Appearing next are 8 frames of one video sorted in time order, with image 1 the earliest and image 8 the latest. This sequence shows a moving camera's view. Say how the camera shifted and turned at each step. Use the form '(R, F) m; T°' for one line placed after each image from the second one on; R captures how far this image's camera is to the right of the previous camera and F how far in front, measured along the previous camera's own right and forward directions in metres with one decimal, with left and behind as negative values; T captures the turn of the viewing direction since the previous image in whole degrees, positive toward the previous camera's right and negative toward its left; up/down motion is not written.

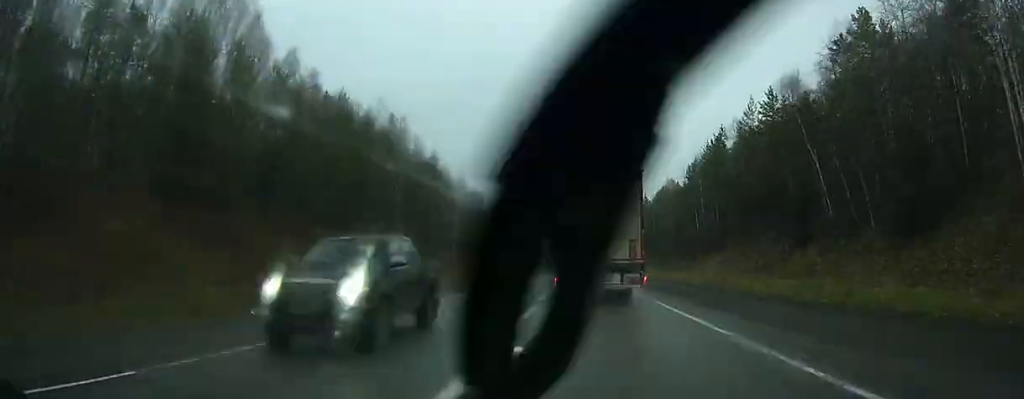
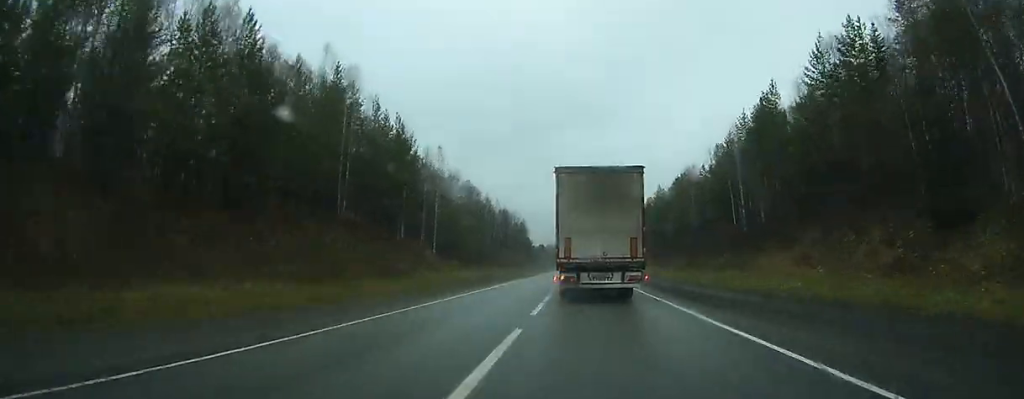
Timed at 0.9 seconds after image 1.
(-0.2, +18.7) m; 0°
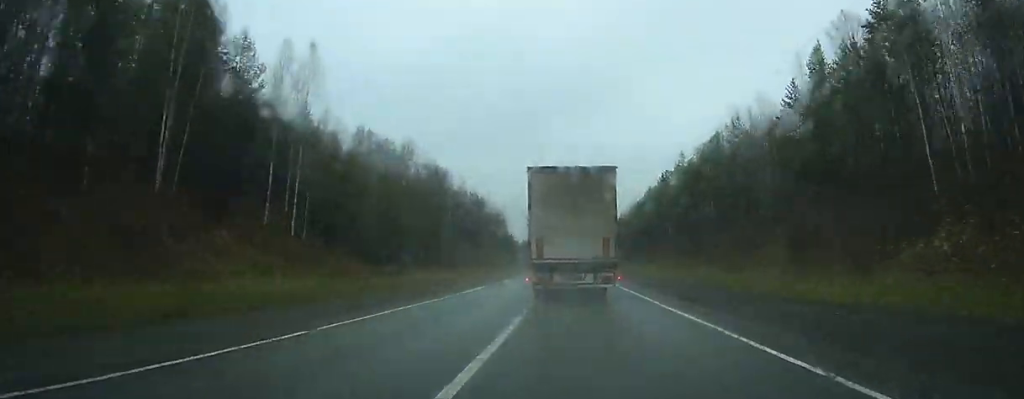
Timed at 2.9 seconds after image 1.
(+0.7, +44.0) m; 0°
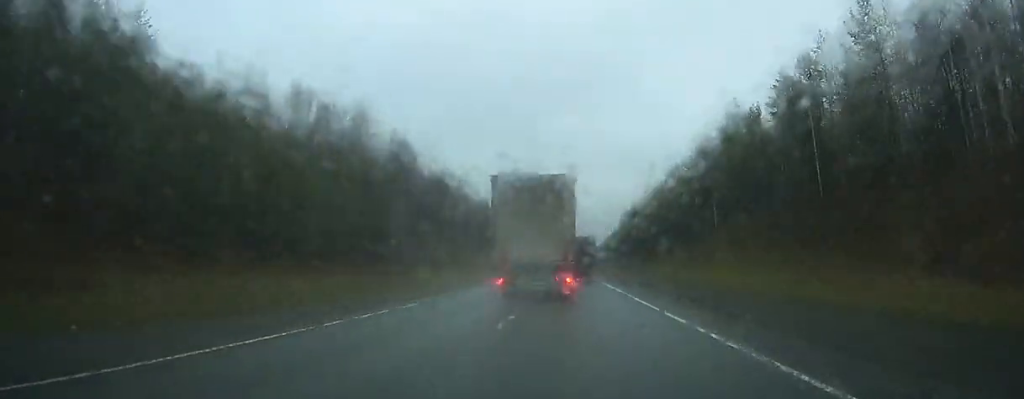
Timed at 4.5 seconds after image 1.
(-0.3, +35.3) m; -1°
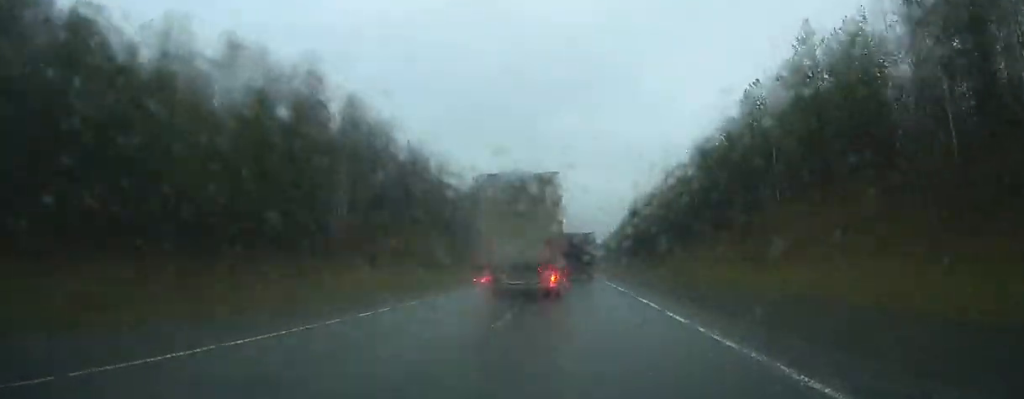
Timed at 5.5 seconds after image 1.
(-0.1, +23.2) m; 0°
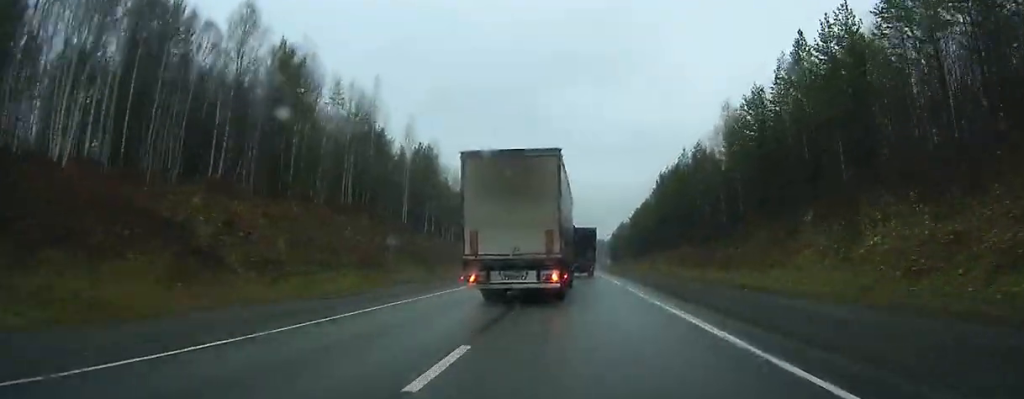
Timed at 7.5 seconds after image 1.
(-0.1, +41.3) m; 0°
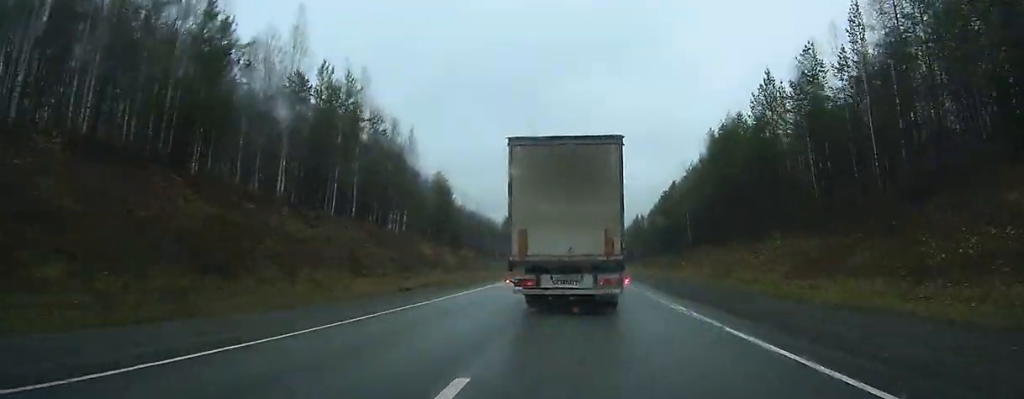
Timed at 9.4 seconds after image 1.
(-0.2, +39.7) m; 0°
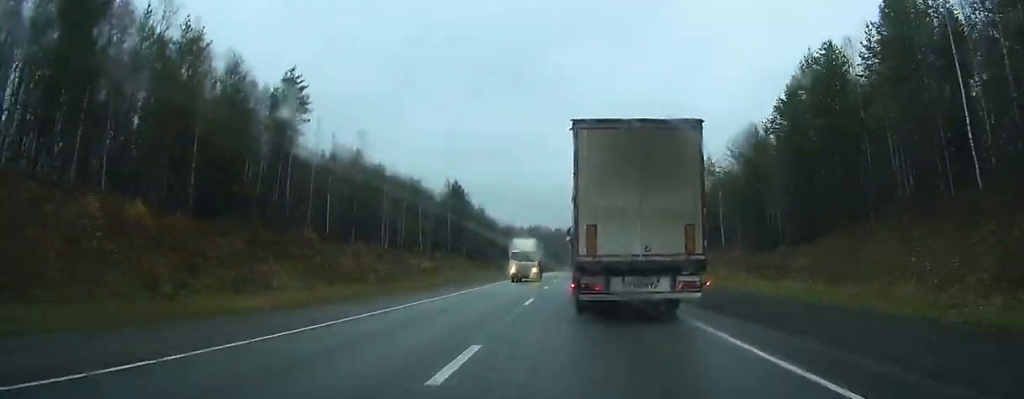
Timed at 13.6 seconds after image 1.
(+0.6, +83.0) m; +1°
